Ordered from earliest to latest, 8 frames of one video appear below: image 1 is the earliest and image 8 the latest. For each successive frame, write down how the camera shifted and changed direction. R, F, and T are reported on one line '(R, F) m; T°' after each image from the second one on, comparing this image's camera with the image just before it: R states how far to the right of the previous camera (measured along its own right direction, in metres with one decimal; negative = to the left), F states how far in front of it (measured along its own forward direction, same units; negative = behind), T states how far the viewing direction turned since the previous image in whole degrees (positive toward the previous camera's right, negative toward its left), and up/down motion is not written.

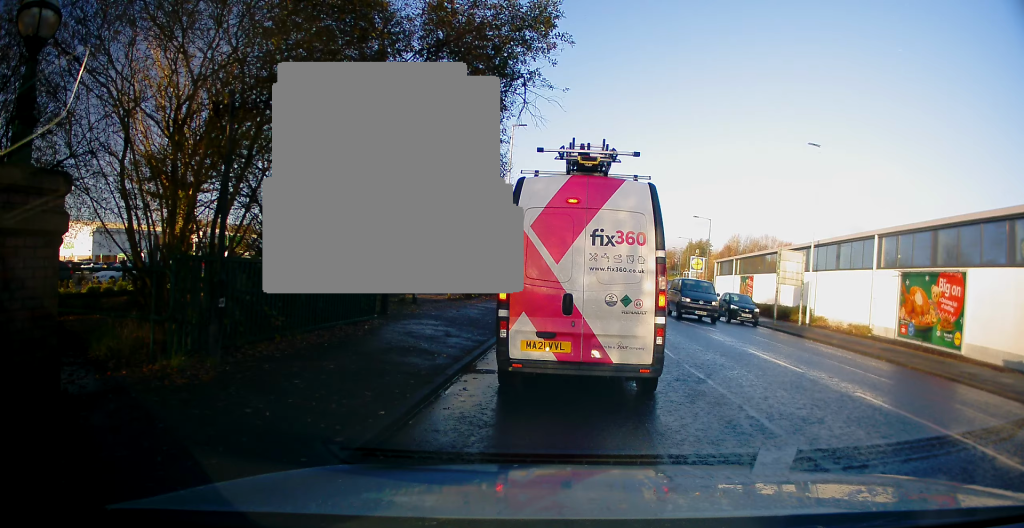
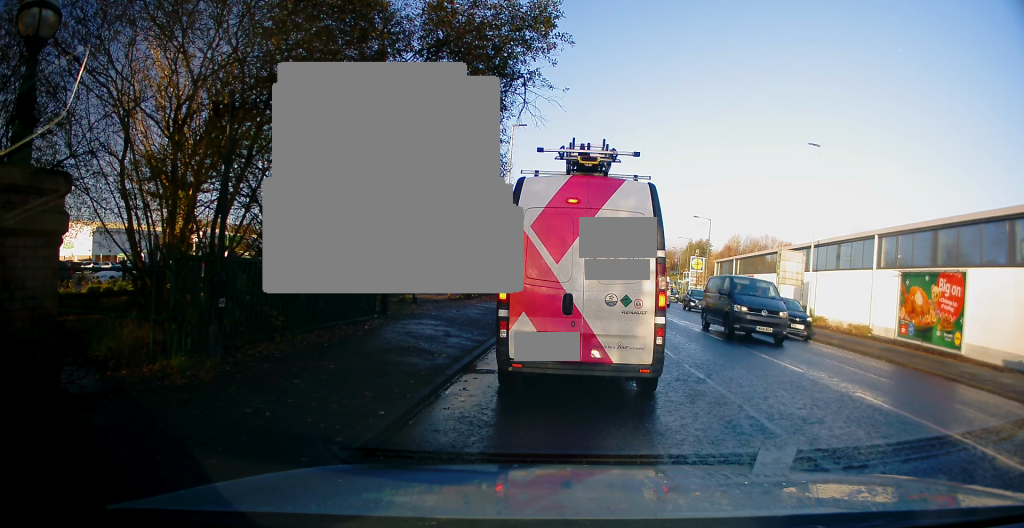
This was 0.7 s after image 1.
(0.0, 0.0) m; 0°
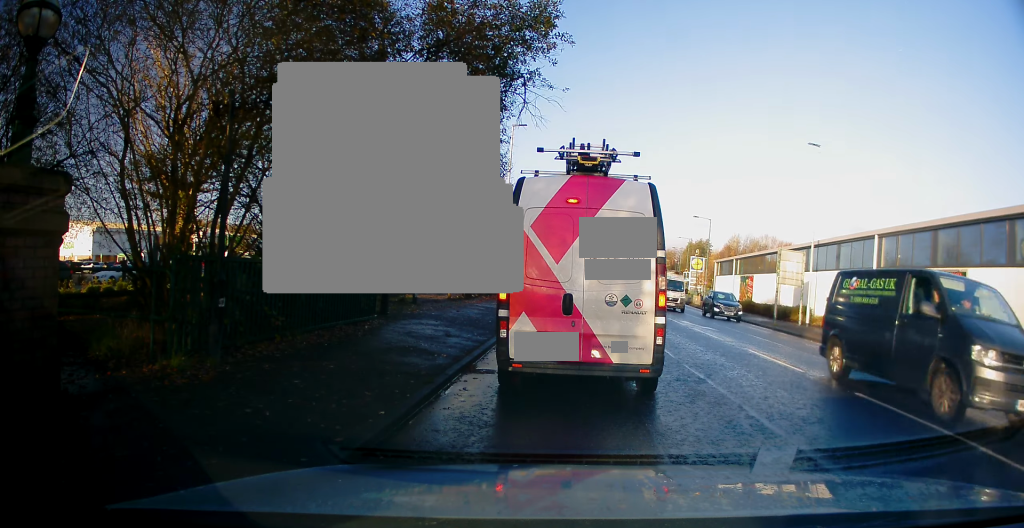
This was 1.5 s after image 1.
(0.0, 0.0) m; 0°
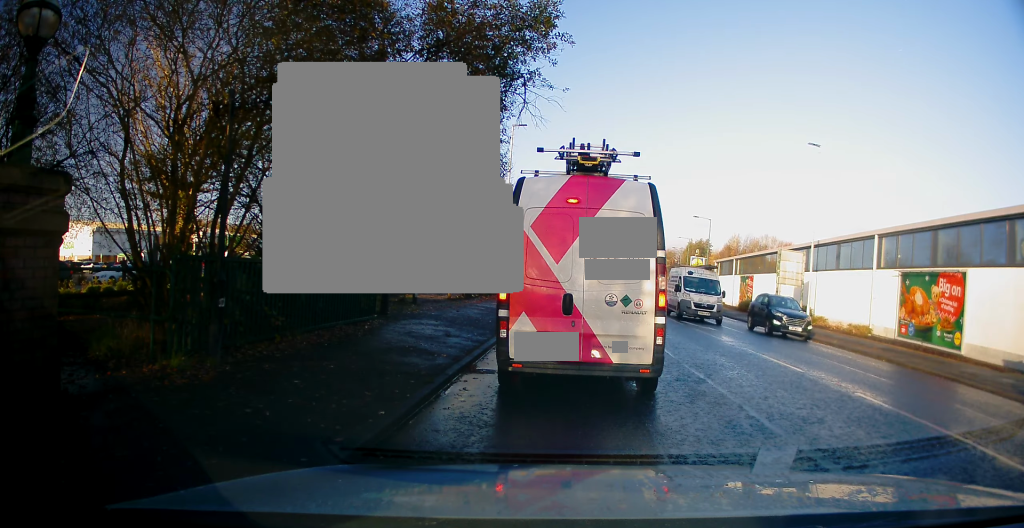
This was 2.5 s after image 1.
(0.0, 0.0) m; 0°
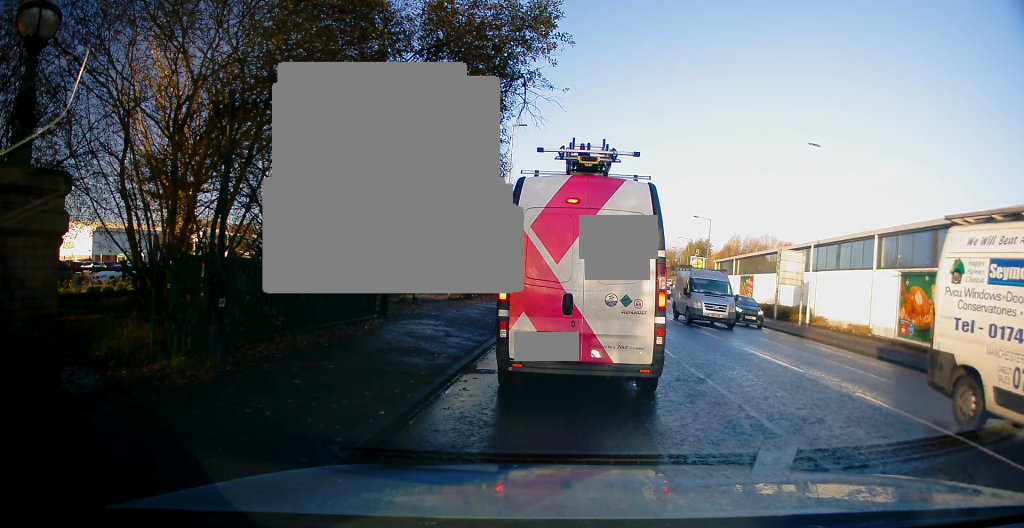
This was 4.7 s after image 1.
(0.0, 0.0) m; 0°
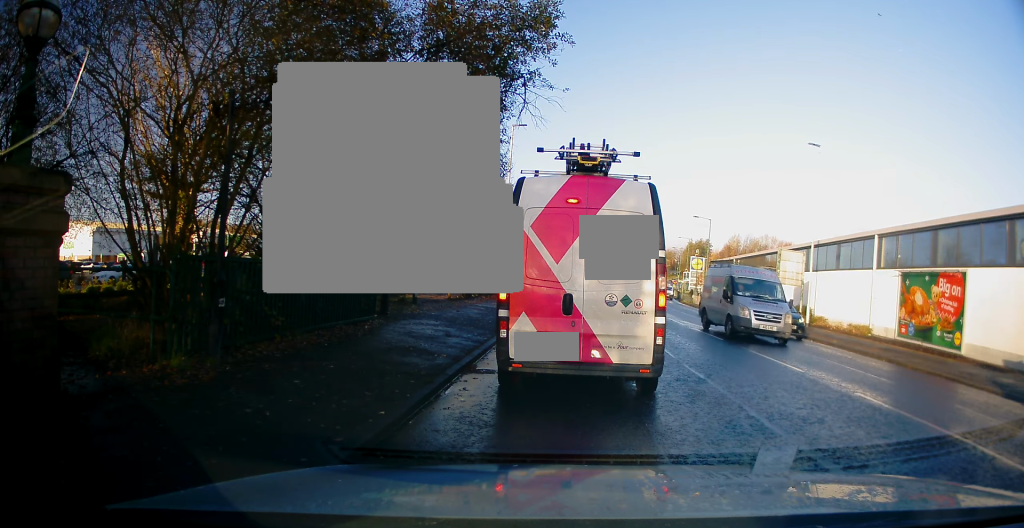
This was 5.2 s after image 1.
(0.0, 0.0) m; 0°
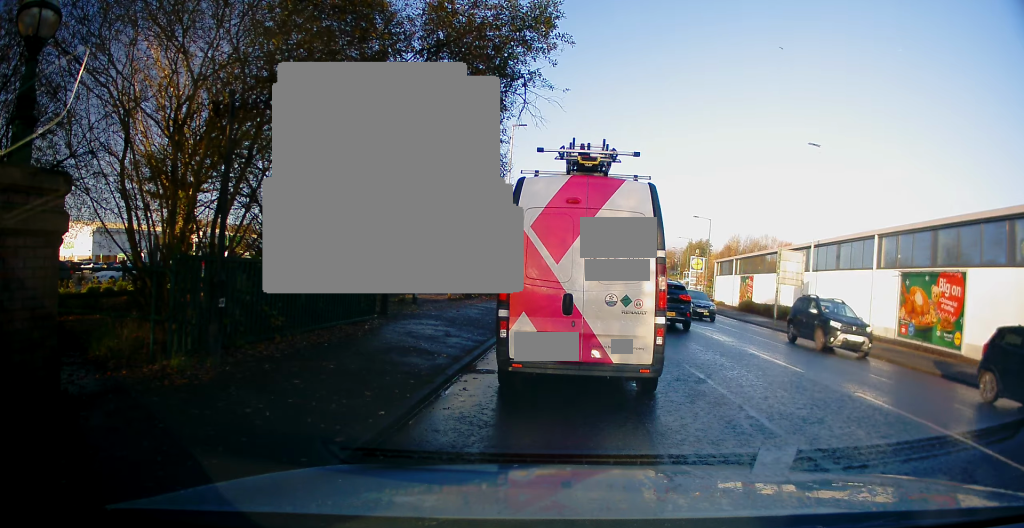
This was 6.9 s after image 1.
(0.0, 0.0) m; 0°
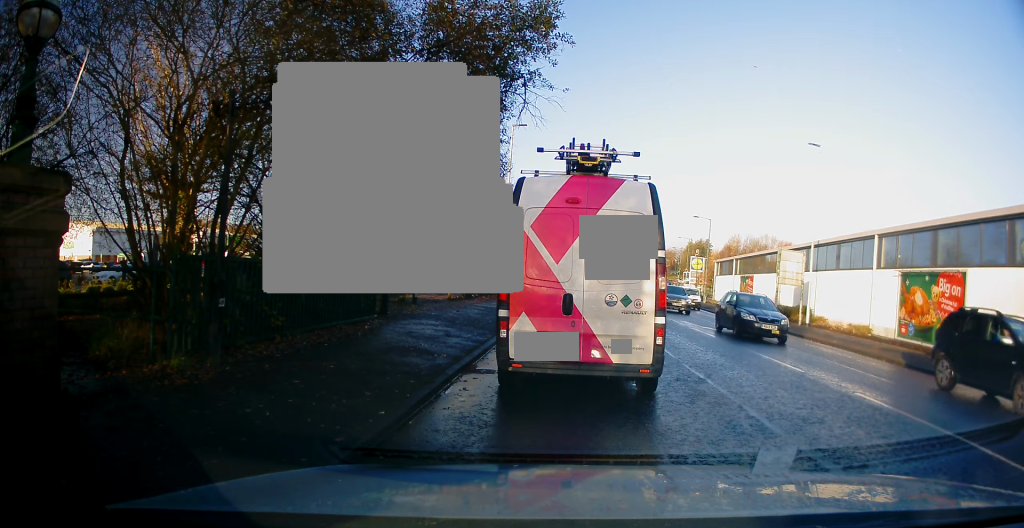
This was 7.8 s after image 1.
(0.0, 0.0) m; 0°
